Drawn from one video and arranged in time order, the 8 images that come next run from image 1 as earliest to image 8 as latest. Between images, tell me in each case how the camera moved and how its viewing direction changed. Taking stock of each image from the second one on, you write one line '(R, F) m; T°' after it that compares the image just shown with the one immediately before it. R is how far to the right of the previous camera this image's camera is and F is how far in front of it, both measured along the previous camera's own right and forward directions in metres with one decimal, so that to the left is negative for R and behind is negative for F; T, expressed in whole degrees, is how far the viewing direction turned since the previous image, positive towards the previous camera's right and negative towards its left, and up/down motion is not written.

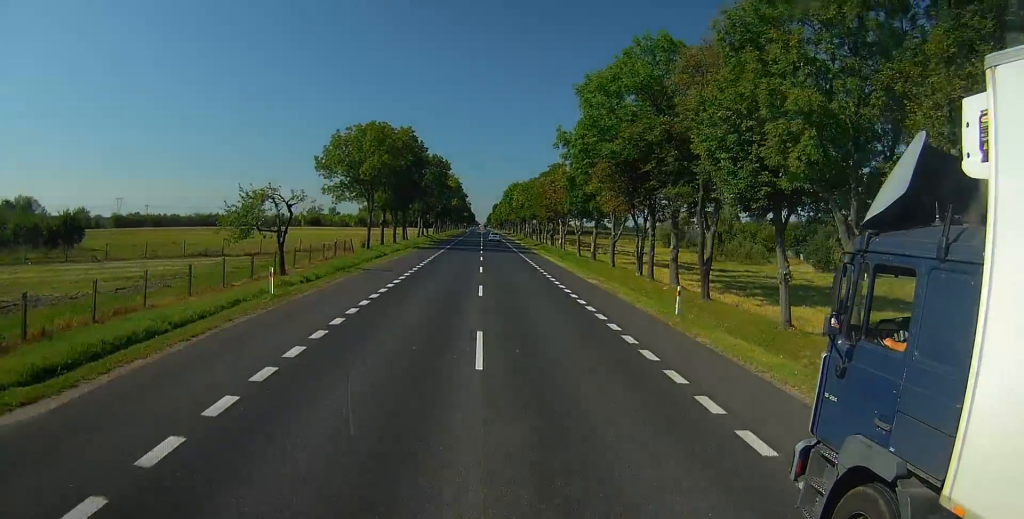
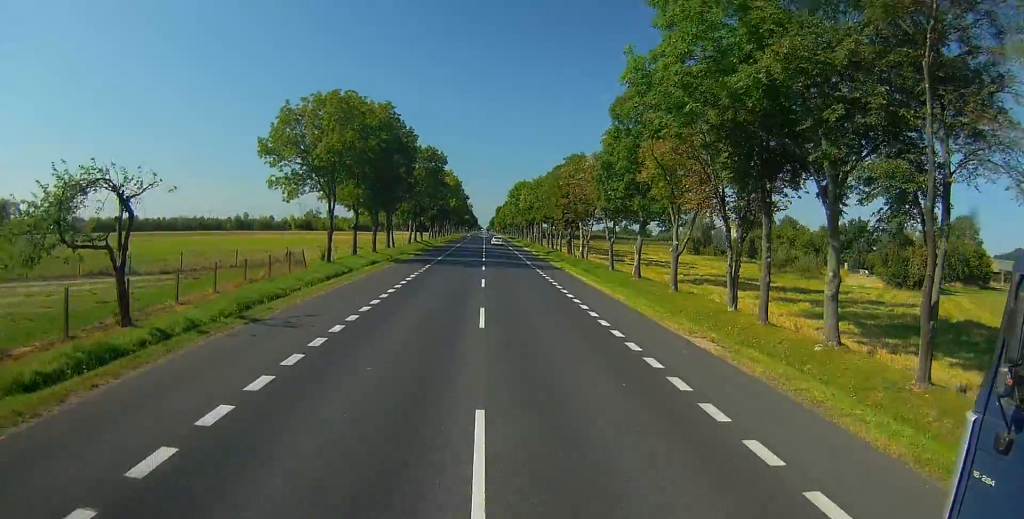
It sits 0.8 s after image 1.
(0.0, +17.9) m; 0°
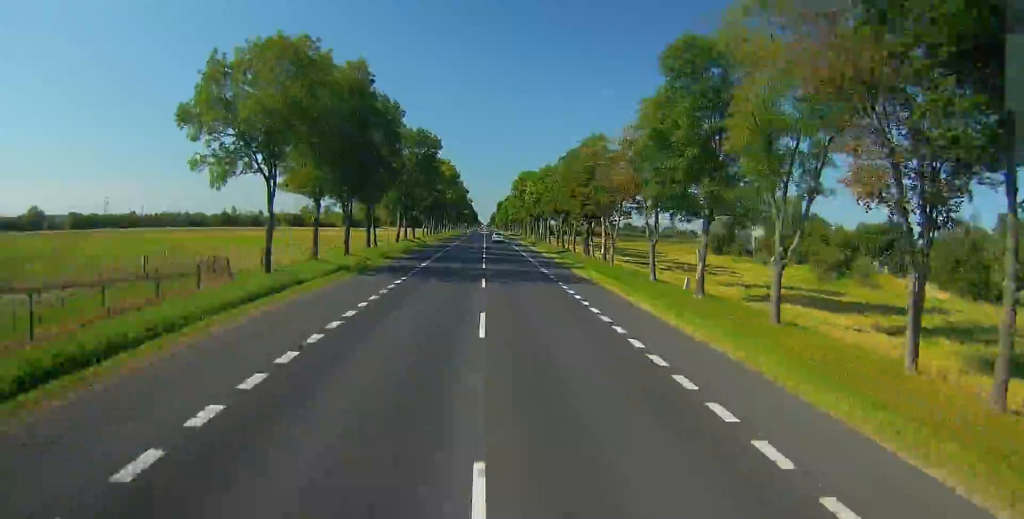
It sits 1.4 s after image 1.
(0.0, +14.1) m; 0°
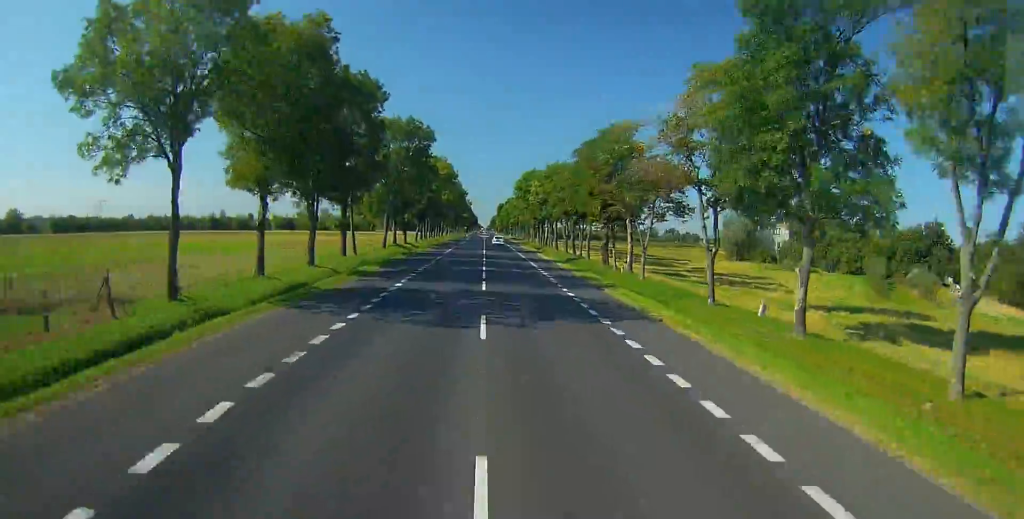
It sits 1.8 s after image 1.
(0.0, +11.4) m; 0°
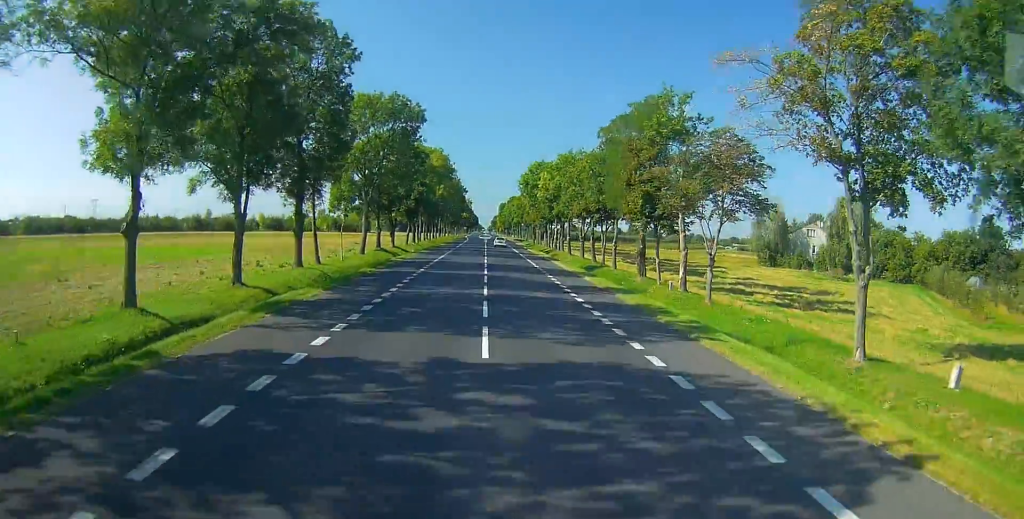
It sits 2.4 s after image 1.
(0.0, +13.8) m; 0°
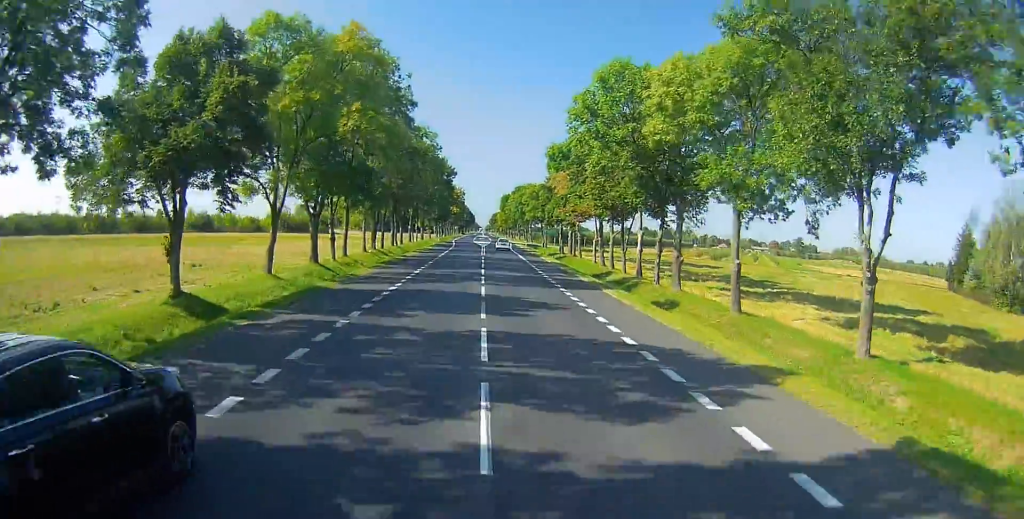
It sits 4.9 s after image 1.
(+0.1, +58.4) m; 0°
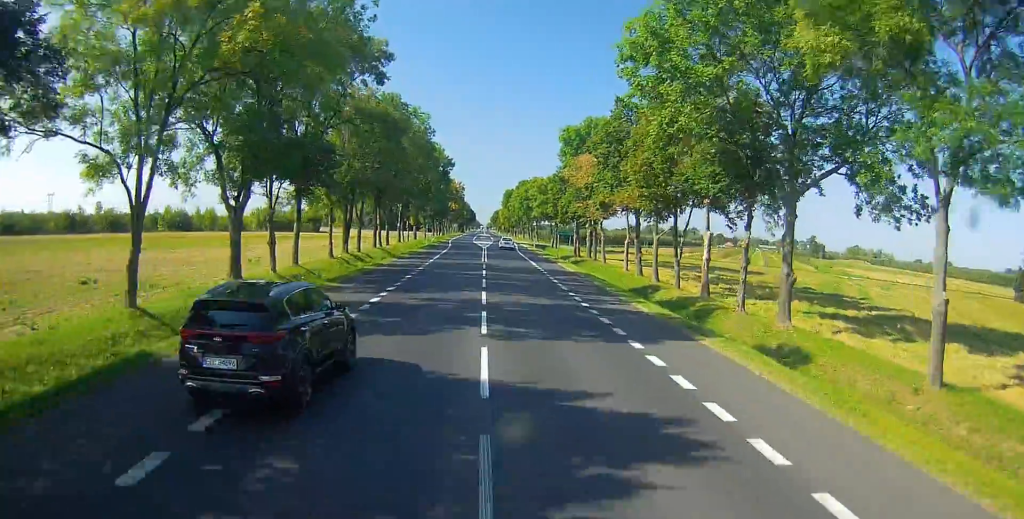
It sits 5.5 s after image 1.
(-0.1, +14.4) m; 0°
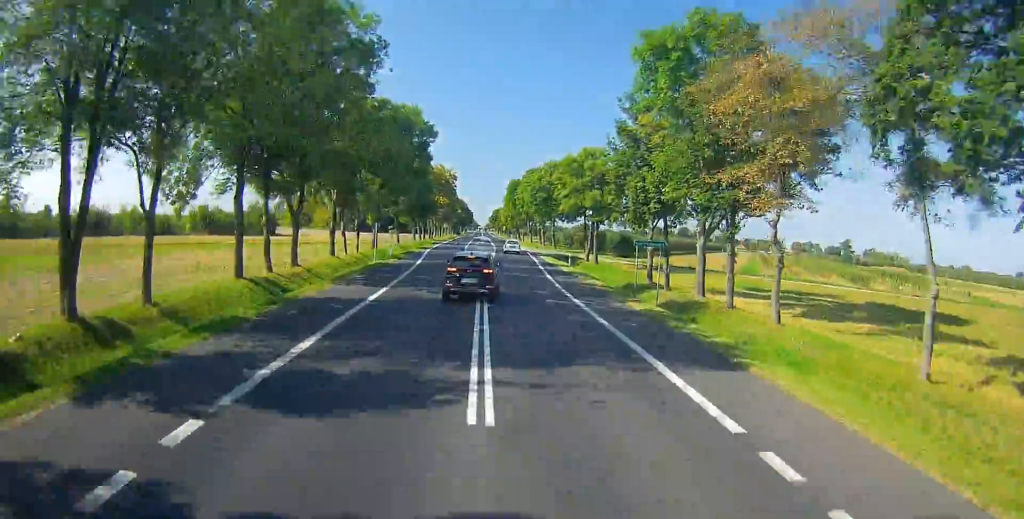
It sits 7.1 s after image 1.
(+0.3, +38.0) m; +1°
